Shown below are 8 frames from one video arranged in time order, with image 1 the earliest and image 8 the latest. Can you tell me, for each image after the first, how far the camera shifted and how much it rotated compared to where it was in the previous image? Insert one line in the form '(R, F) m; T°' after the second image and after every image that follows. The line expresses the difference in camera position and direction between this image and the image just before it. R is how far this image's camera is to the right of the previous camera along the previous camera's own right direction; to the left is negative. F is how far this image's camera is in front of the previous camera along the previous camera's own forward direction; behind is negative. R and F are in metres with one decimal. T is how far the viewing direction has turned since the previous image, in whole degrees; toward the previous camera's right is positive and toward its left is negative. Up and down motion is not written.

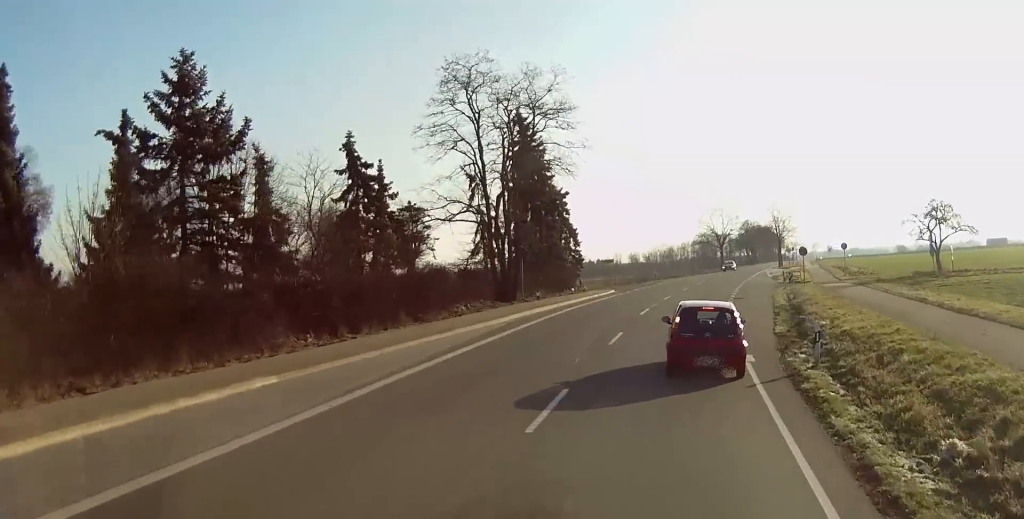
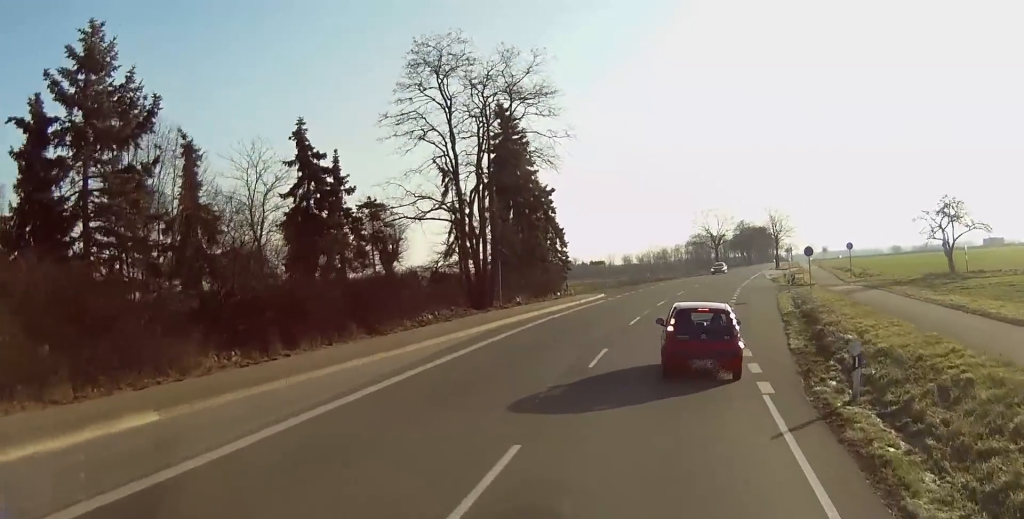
(0.0, +5.4) m; 0°
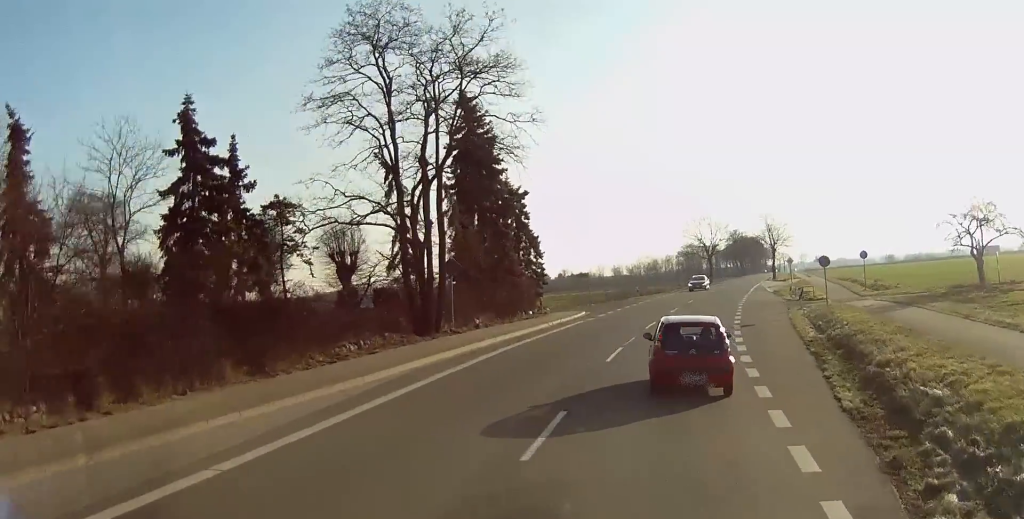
(0.0, +8.6) m; +1°
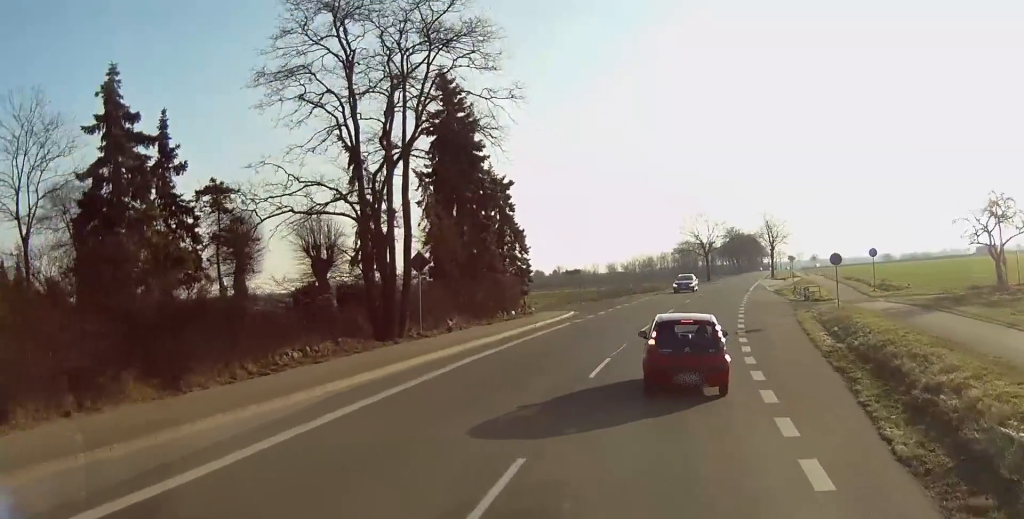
(0.0, +4.2) m; 0°
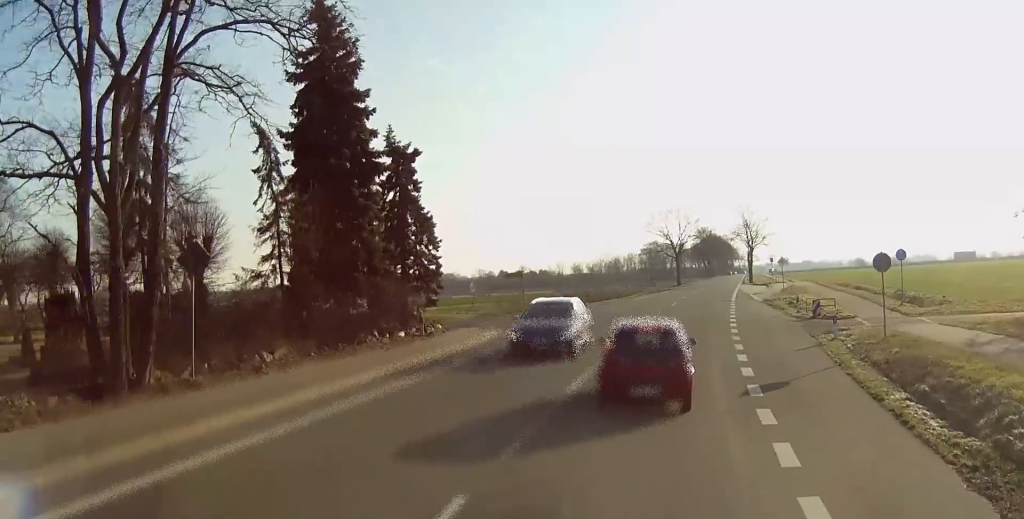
(+0.2, +14.4) m; +2°
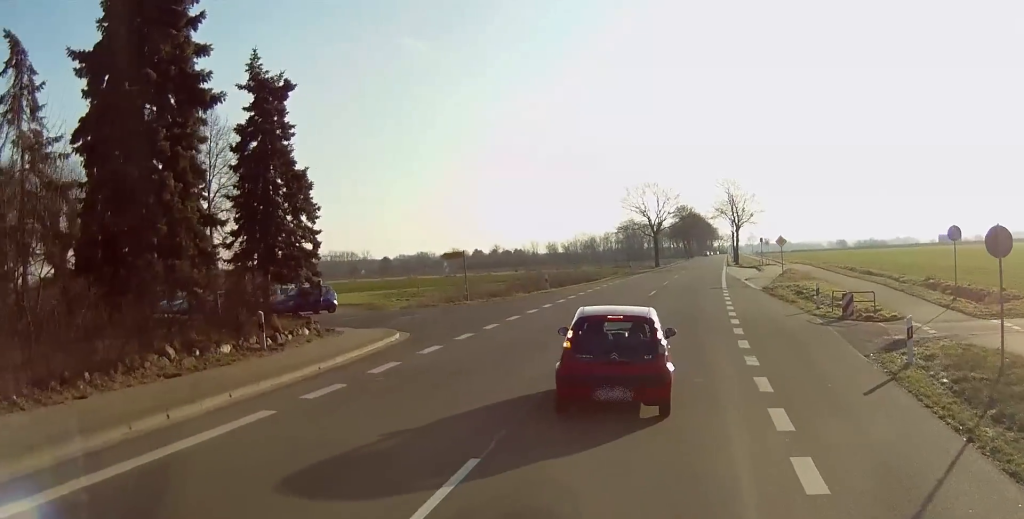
(+0.3, +11.4) m; +2°
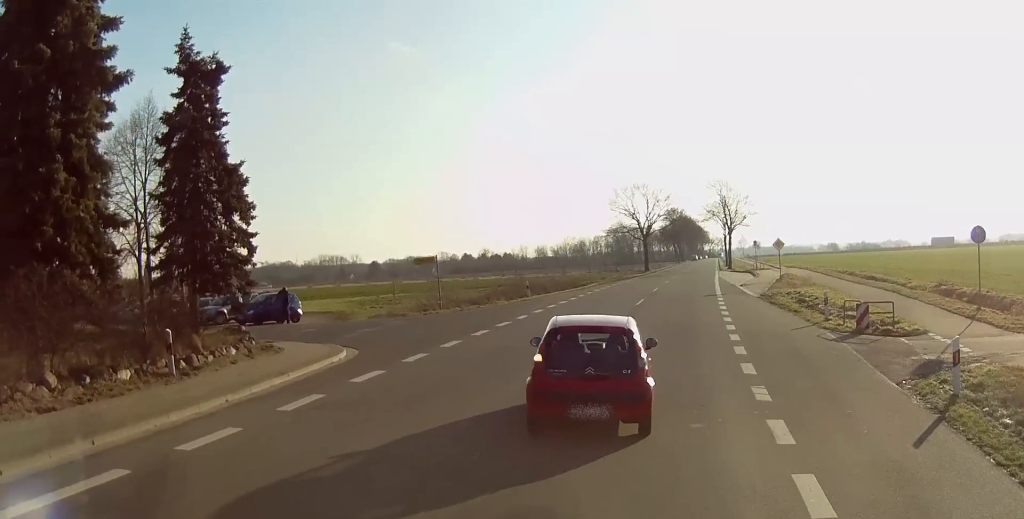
(0.0, +4.6) m; +1°
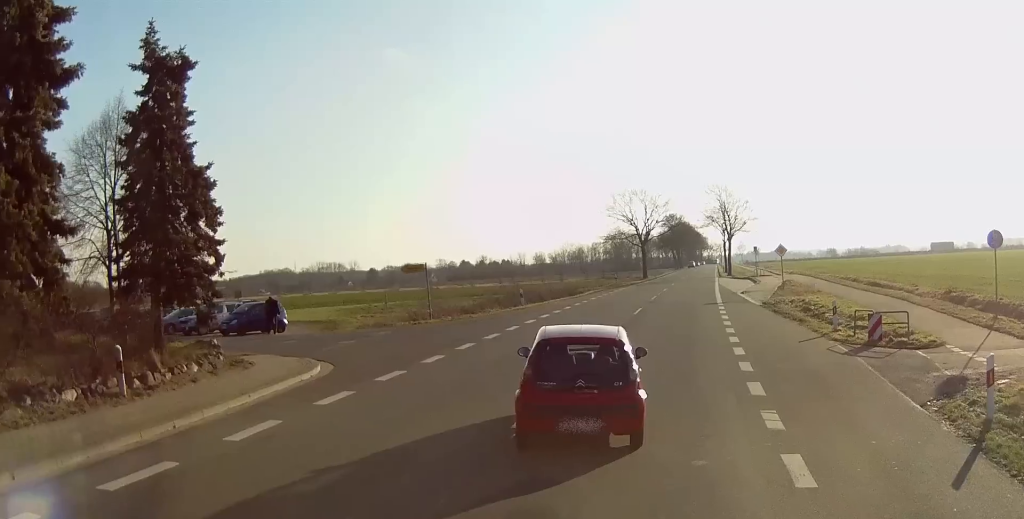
(0.0, +2.5) m; +1°
